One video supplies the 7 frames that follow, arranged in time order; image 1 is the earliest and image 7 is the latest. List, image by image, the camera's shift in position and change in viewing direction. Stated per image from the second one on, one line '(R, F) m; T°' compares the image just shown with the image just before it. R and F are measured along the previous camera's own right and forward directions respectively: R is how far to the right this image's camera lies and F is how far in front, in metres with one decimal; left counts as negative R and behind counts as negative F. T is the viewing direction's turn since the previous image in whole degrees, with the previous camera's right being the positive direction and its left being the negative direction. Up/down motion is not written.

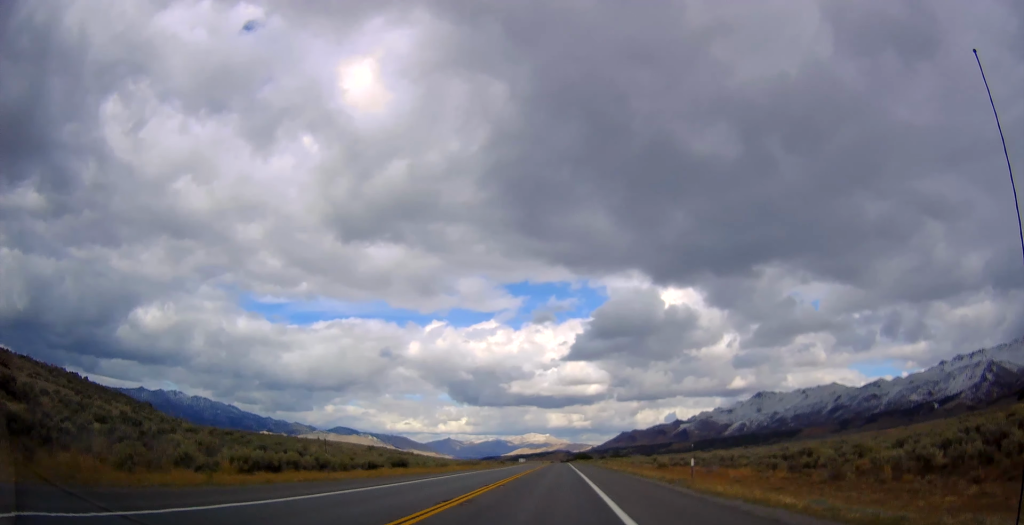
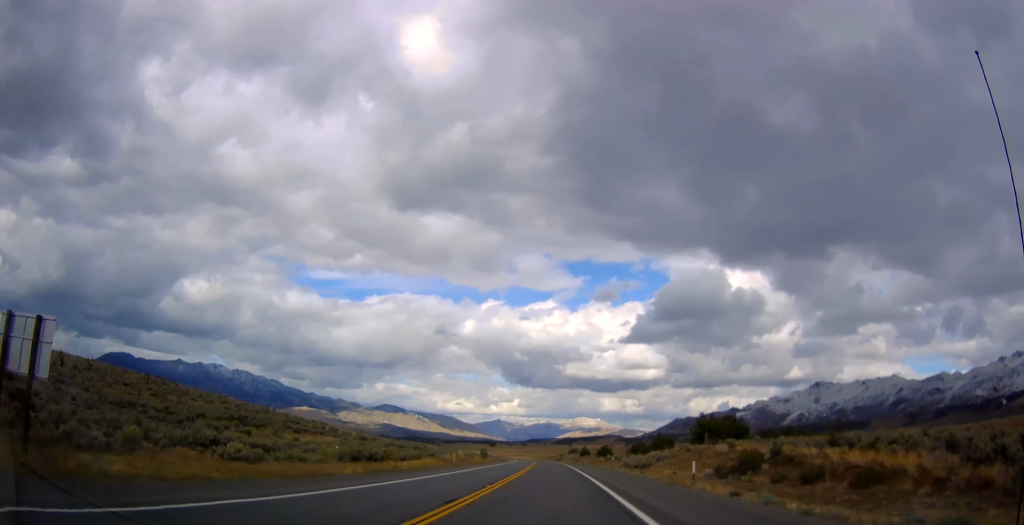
(-10.8, +289.9) m; -6°
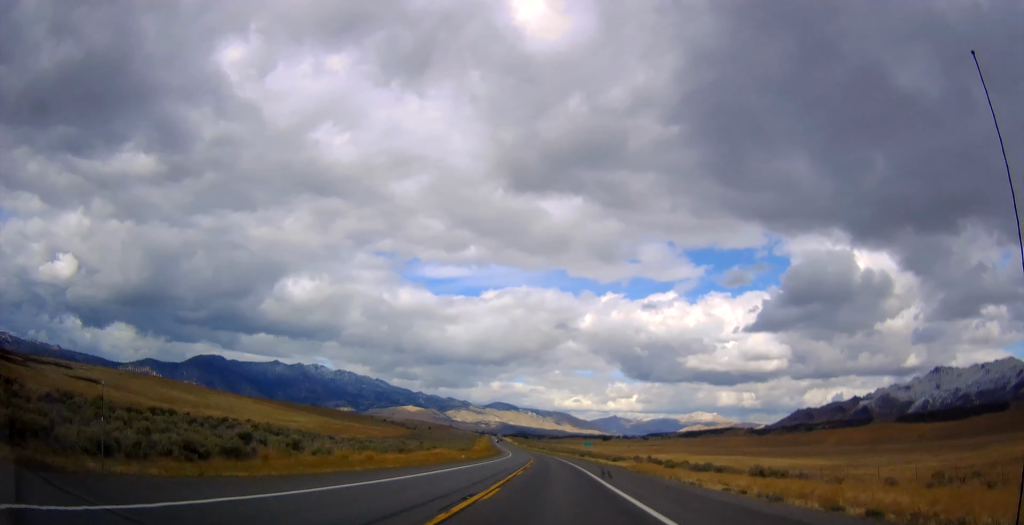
(-37.8, +371.5) m; -11°
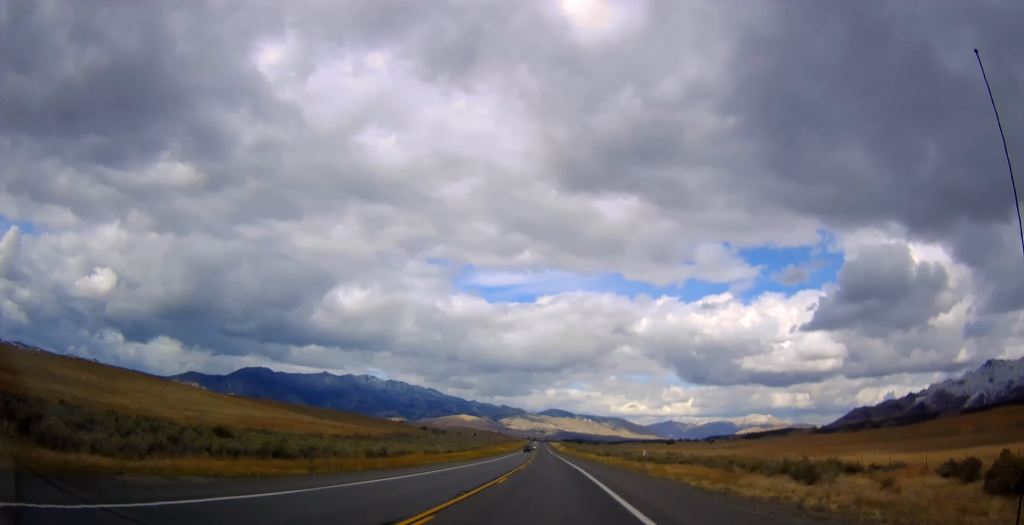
(-6.4, +138.5) m; -3°
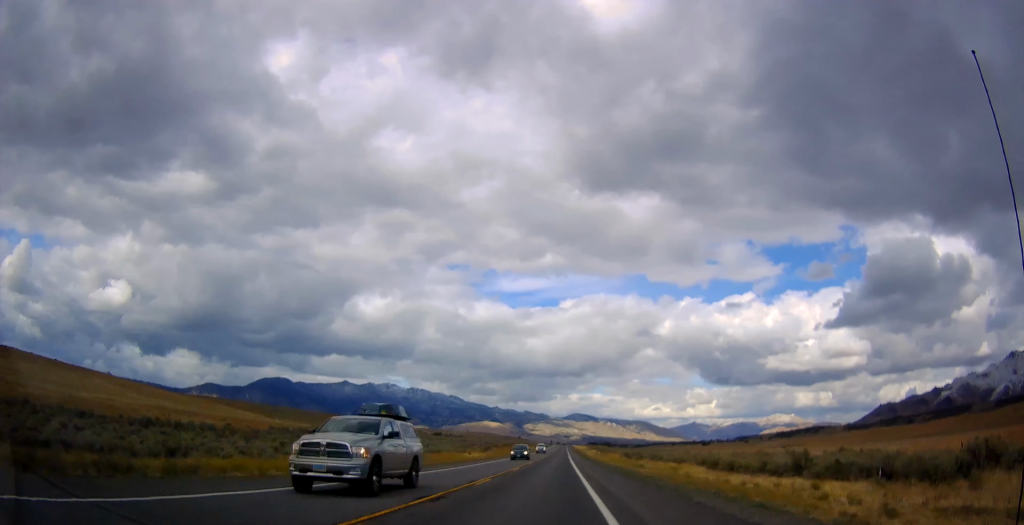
(-1.9, +102.3) m; -1°
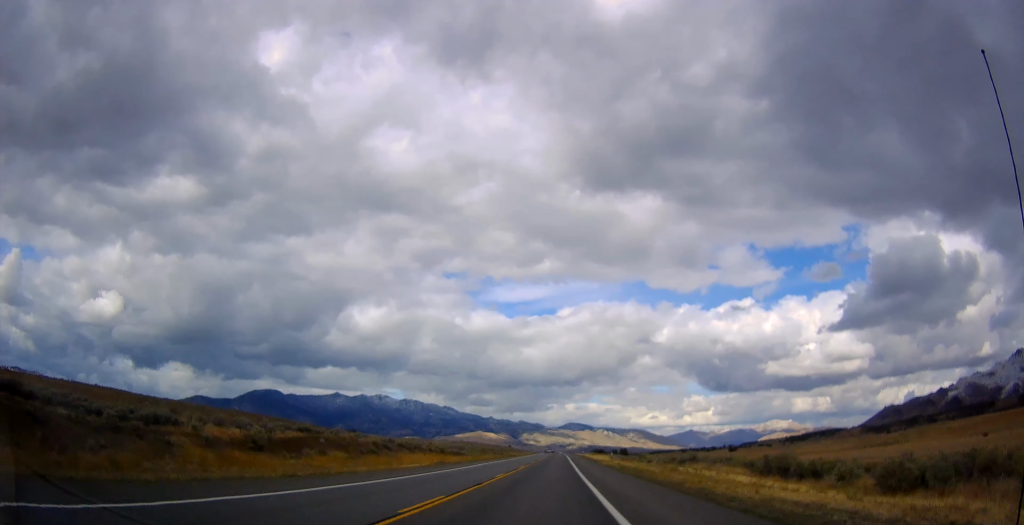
(-1.5, +182.4) m; 0°
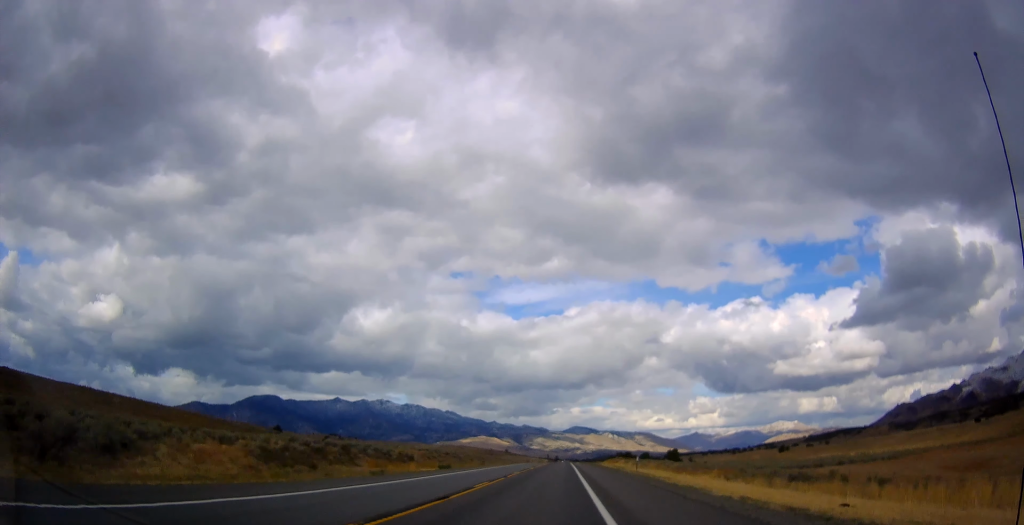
(+0.4, +182.3) m; 0°
